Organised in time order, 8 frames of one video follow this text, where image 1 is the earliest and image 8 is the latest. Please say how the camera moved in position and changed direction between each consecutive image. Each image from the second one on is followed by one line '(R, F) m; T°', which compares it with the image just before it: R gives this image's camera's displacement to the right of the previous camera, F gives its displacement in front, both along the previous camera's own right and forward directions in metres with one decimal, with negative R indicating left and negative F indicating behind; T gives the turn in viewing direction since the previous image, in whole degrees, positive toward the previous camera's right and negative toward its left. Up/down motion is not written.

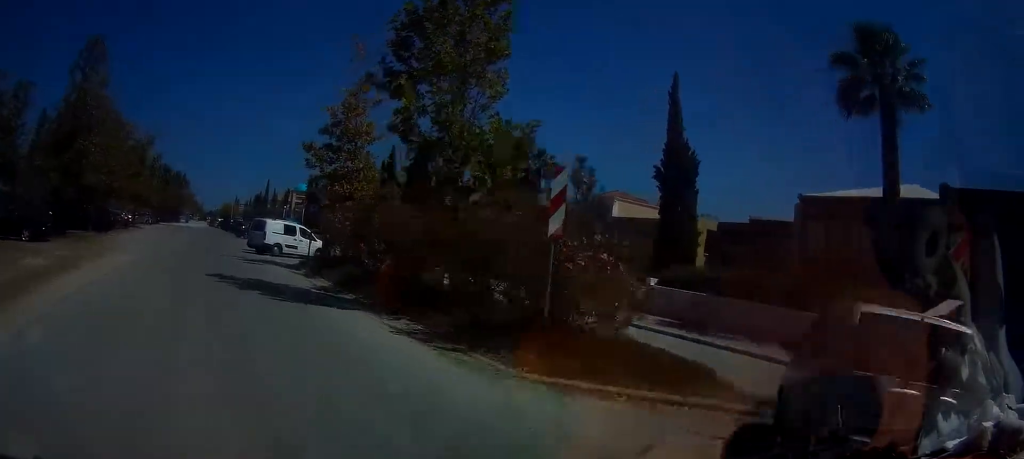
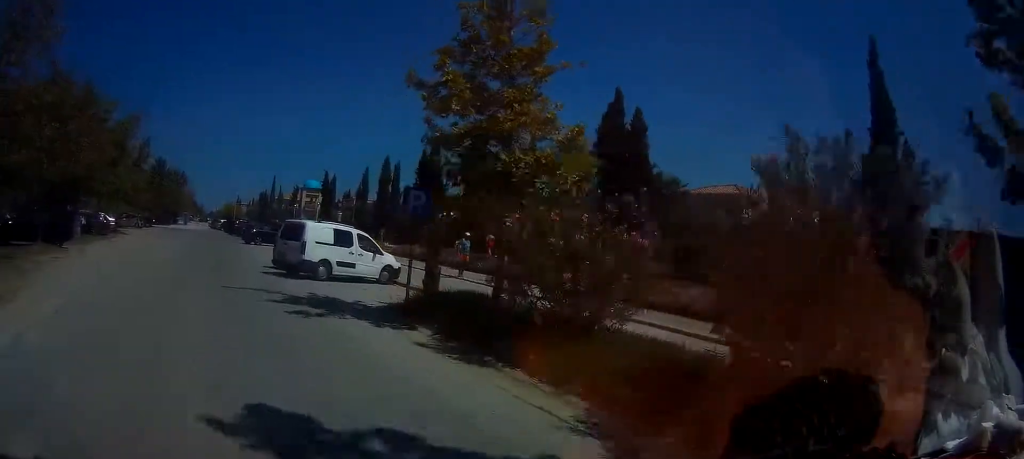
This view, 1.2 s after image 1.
(0.0, +11.4) m; +1°
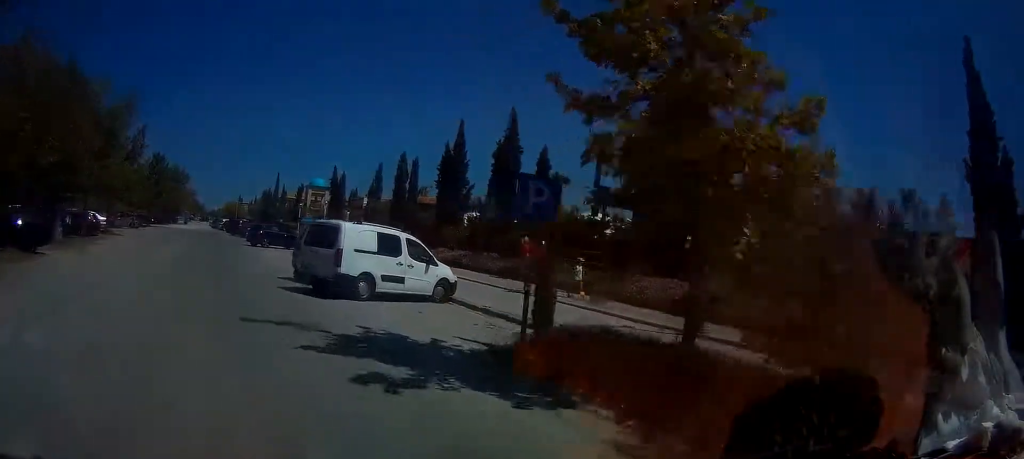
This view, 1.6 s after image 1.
(0.0, +4.5) m; +1°
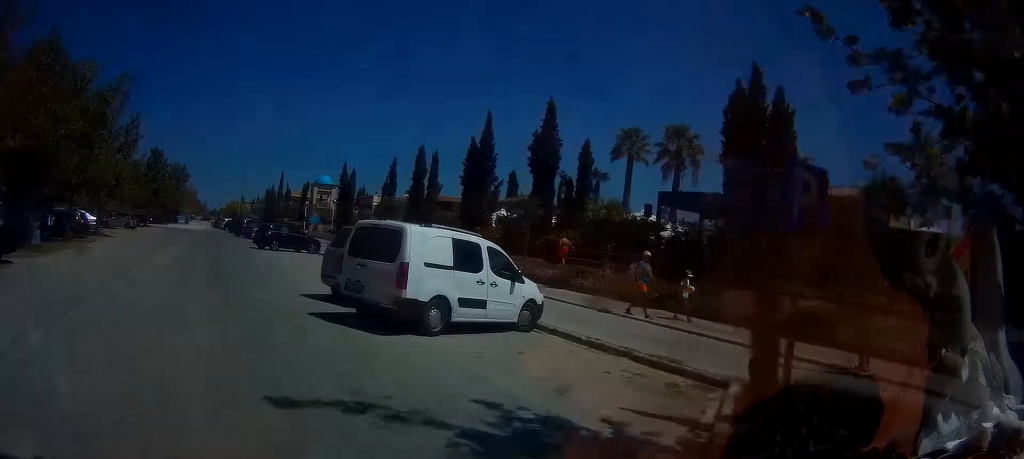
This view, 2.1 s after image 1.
(0.0, +4.2) m; 0°
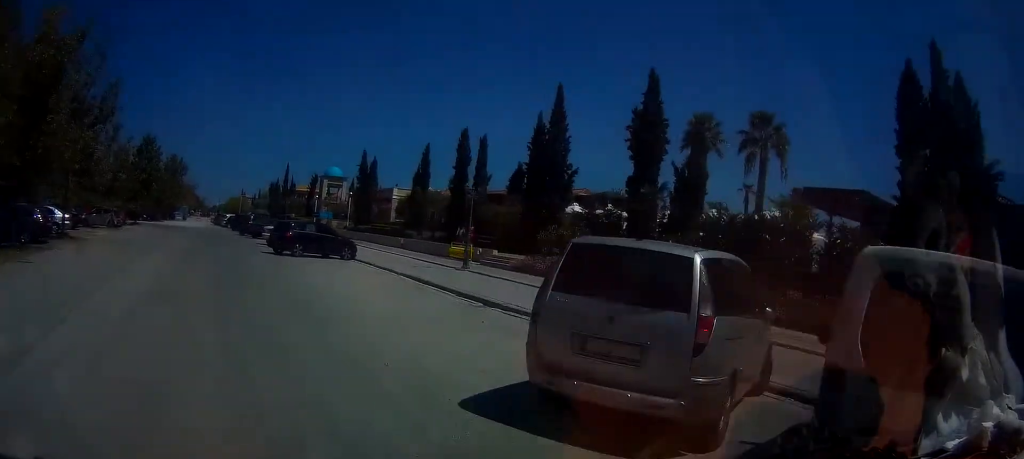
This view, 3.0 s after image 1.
(0.0, +8.6) m; 0°
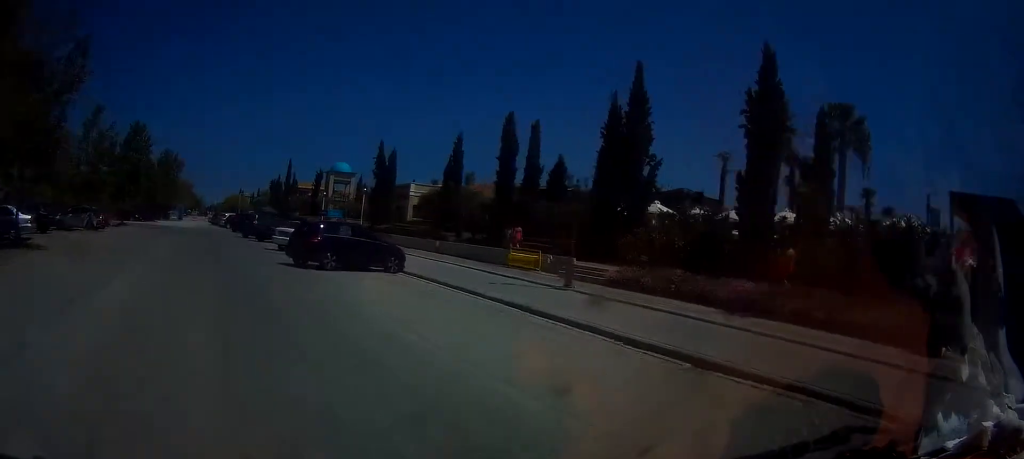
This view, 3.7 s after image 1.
(0.0, +7.0) m; -1°
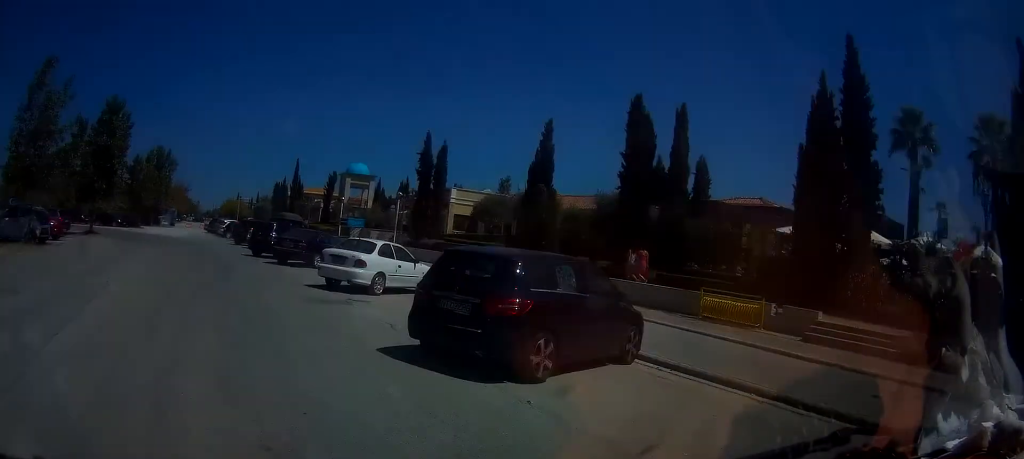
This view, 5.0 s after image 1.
(-0.1, +11.6) m; -1°
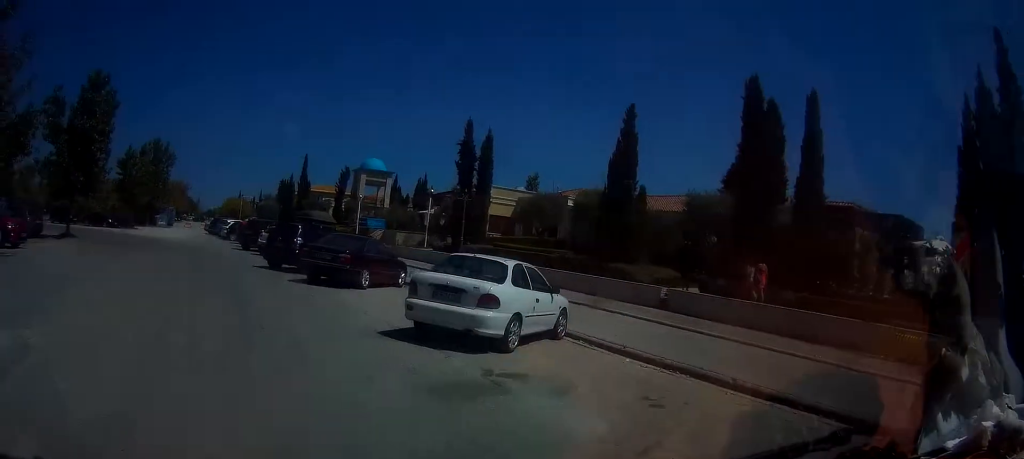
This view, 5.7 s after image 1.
(-0.1, +6.5) m; -1°
